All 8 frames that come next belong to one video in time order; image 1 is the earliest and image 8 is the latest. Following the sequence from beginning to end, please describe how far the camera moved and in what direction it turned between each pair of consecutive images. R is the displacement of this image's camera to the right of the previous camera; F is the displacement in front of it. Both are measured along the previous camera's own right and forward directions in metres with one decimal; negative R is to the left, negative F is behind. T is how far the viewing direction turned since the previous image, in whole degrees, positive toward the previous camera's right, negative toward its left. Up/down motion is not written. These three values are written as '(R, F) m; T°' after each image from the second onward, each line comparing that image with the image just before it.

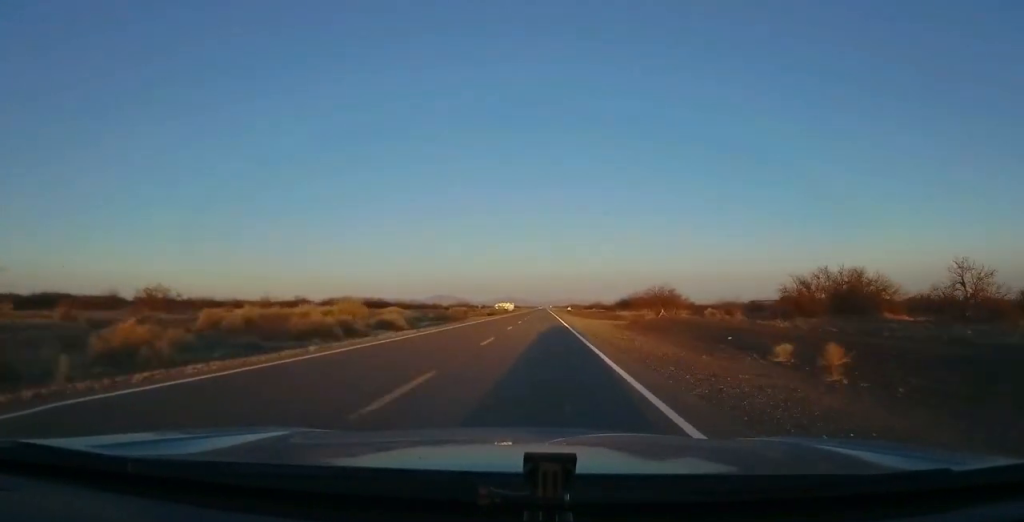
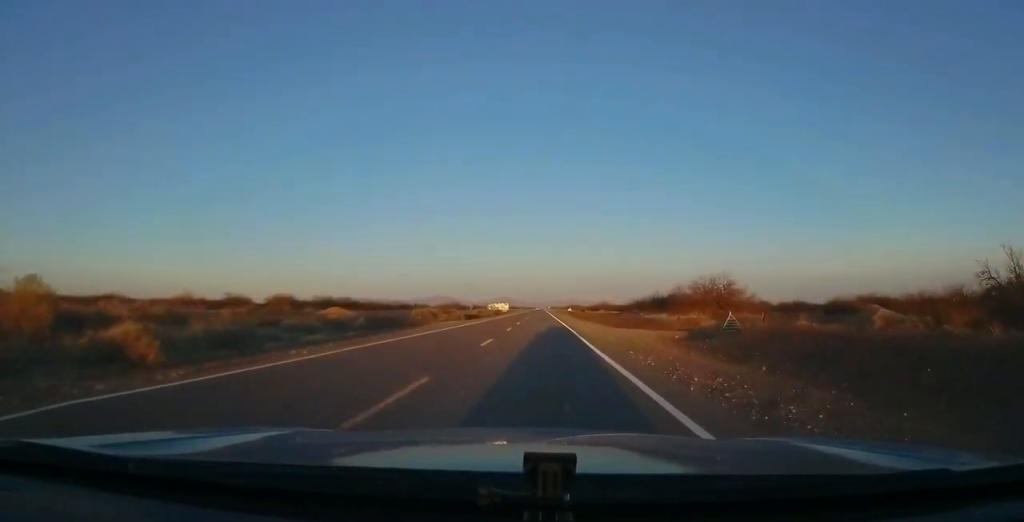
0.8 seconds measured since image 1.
(-0.3, +24.4) m; -1°
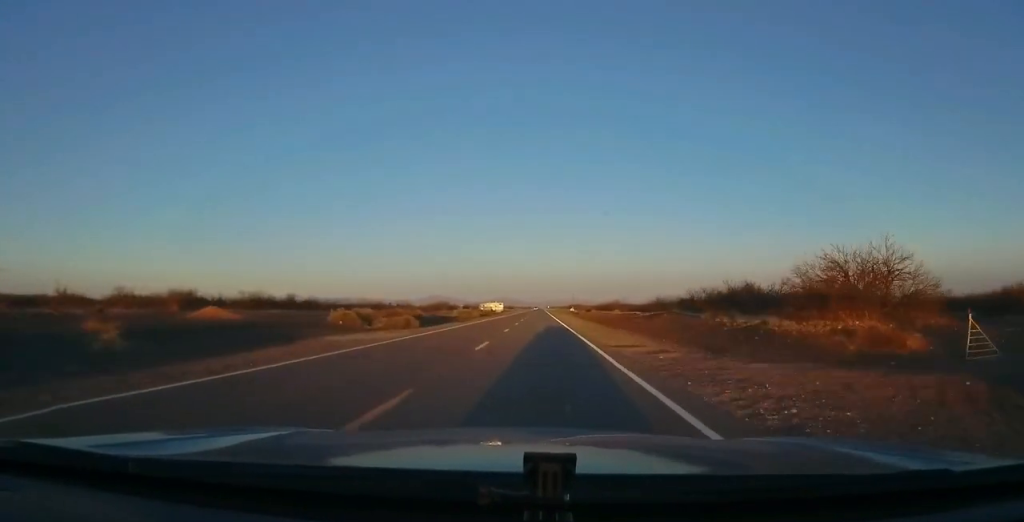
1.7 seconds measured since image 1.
(-0.1, +25.4) m; 0°
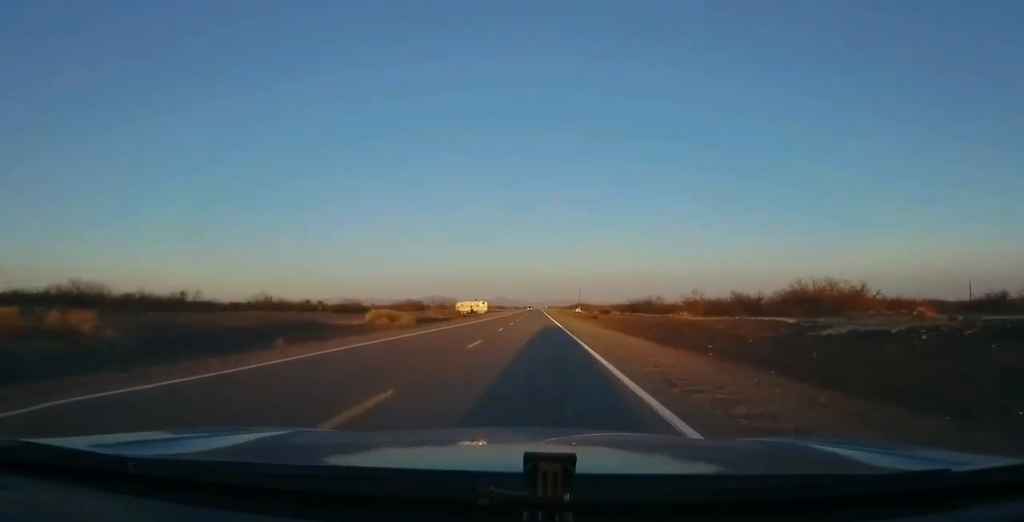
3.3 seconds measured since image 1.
(+0.8, +47.8) m; +2°
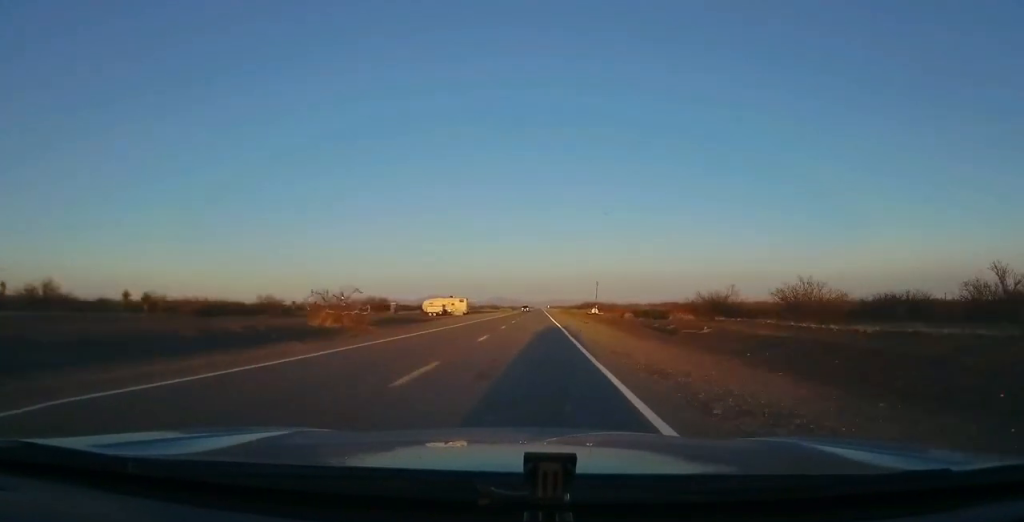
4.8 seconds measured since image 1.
(+0.2, +43.8) m; 0°
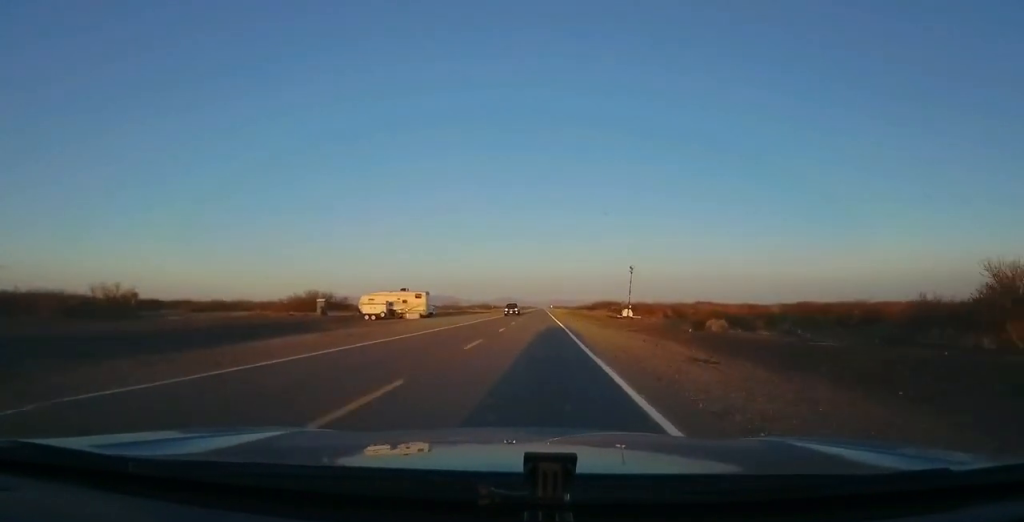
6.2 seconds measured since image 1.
(0.0, +38.9) m; -1°
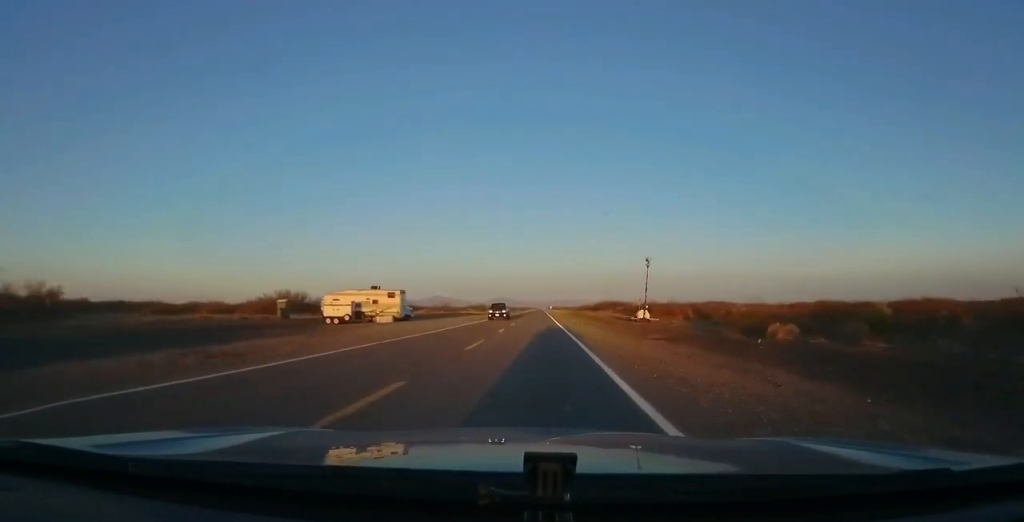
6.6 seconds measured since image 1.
(+0.1, +11.6) m; 0°
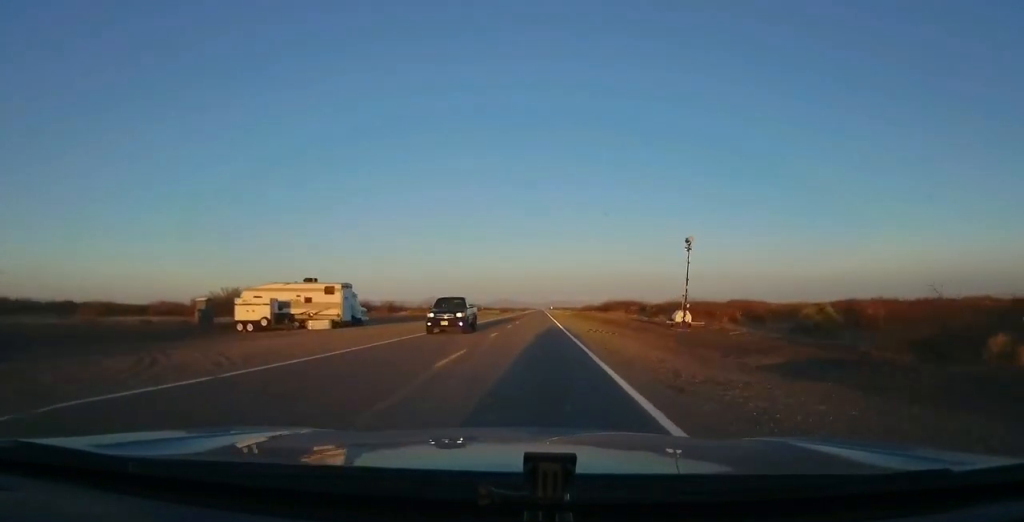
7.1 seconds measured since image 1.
(-0.2, +16.6) m; 0°
